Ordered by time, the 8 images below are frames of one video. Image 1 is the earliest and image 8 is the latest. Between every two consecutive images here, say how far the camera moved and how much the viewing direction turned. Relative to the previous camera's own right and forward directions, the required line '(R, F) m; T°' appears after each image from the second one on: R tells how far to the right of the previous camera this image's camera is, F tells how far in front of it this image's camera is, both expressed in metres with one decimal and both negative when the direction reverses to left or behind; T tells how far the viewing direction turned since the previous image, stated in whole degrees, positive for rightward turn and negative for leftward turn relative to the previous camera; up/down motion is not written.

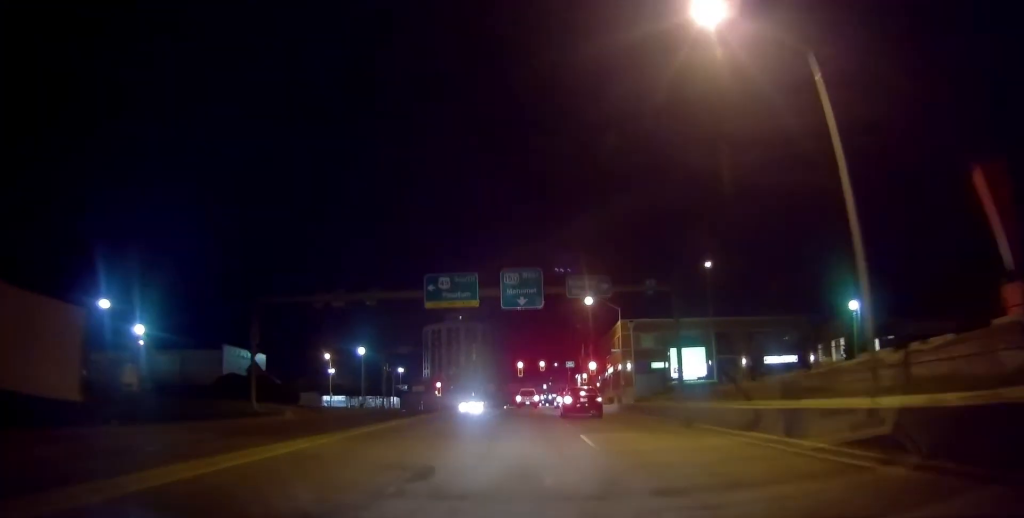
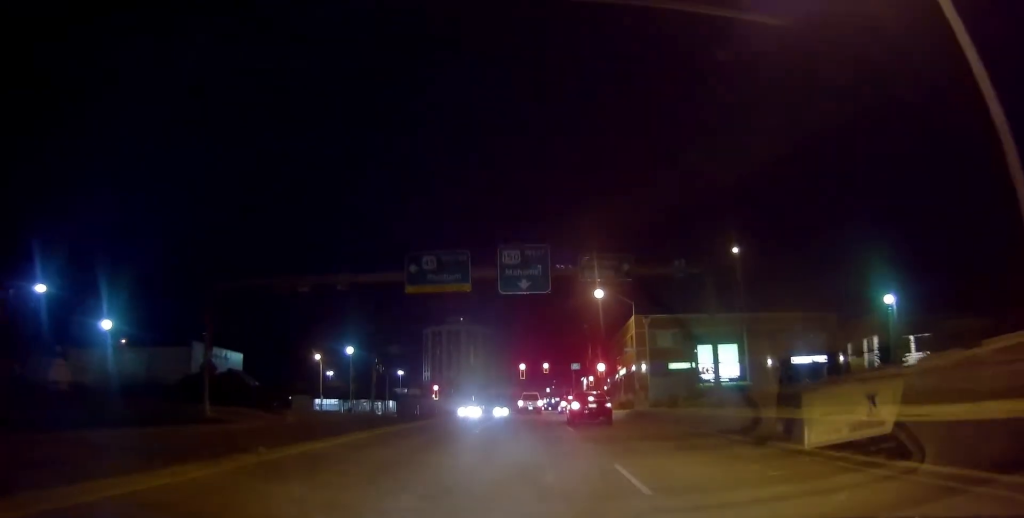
(0.0, +6.1) m; +1°
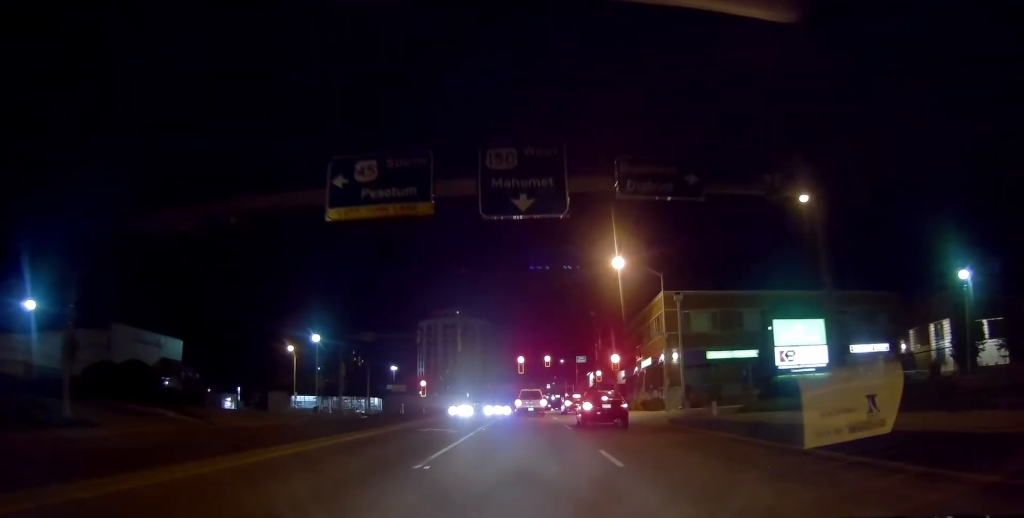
(+0.2, +10.9) m; +1°
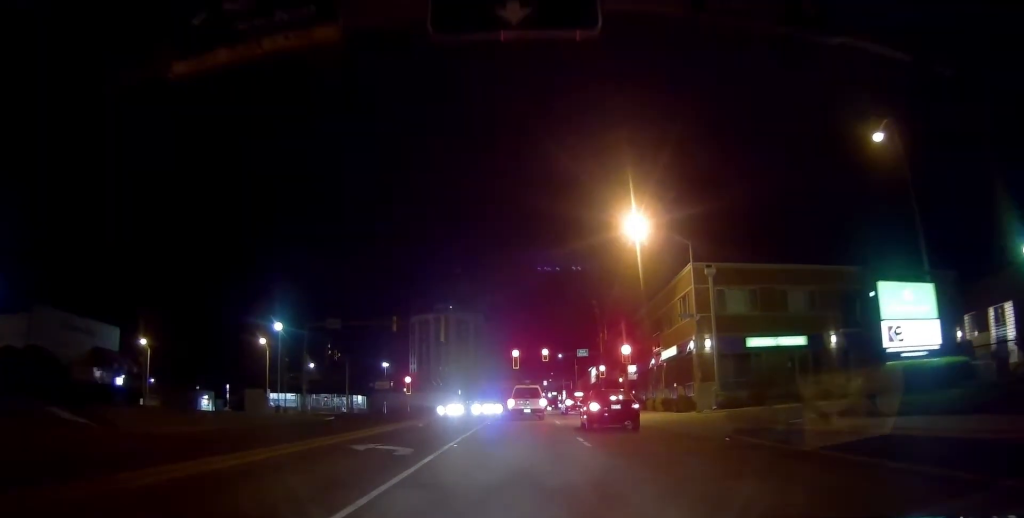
(0.0, +8.8) m; 0°
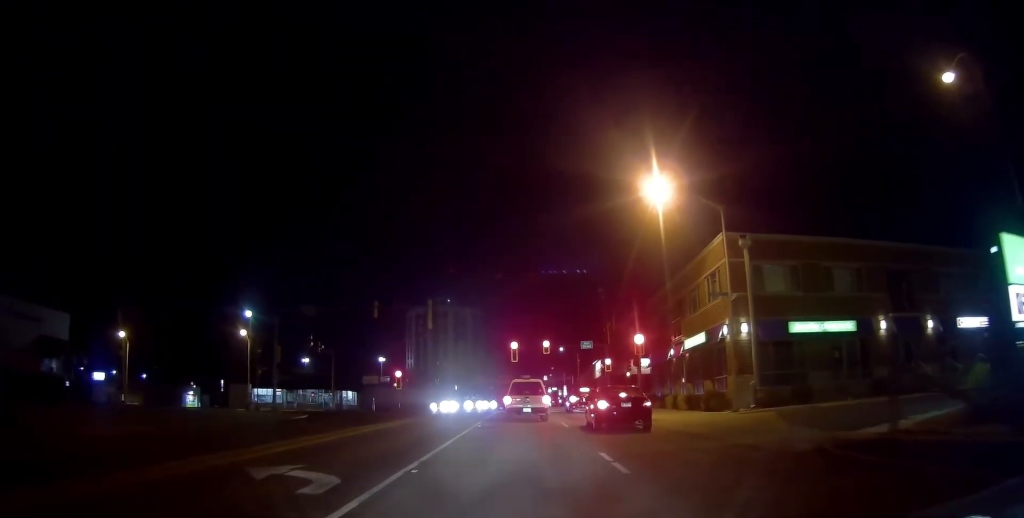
(0.0, +6.6) m; 0°
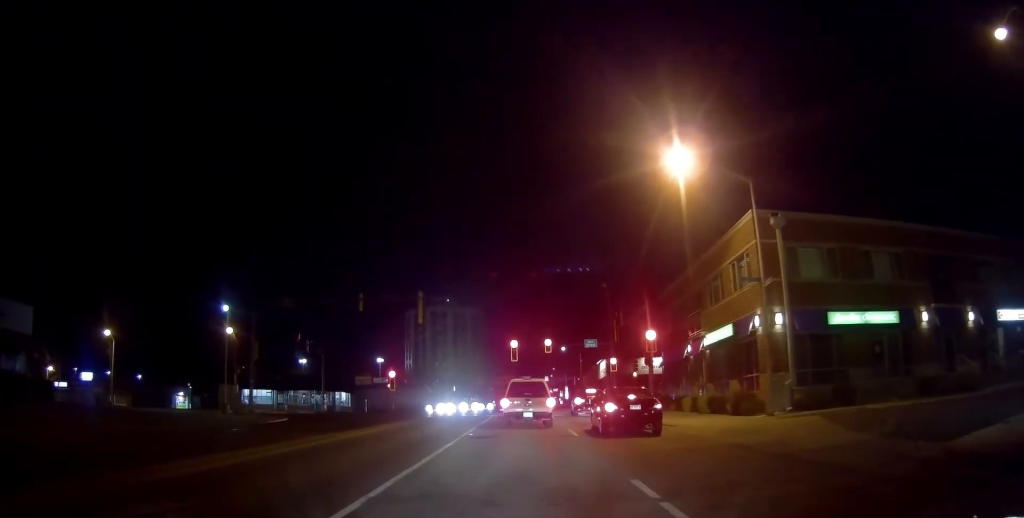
(0.0, +4.3) m; 0°
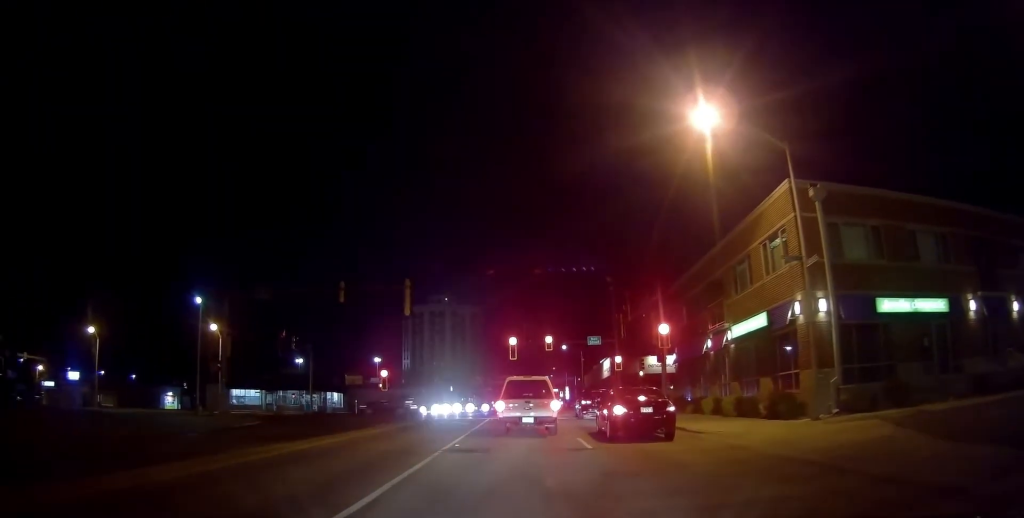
(0.0, +4.3) m; 0°
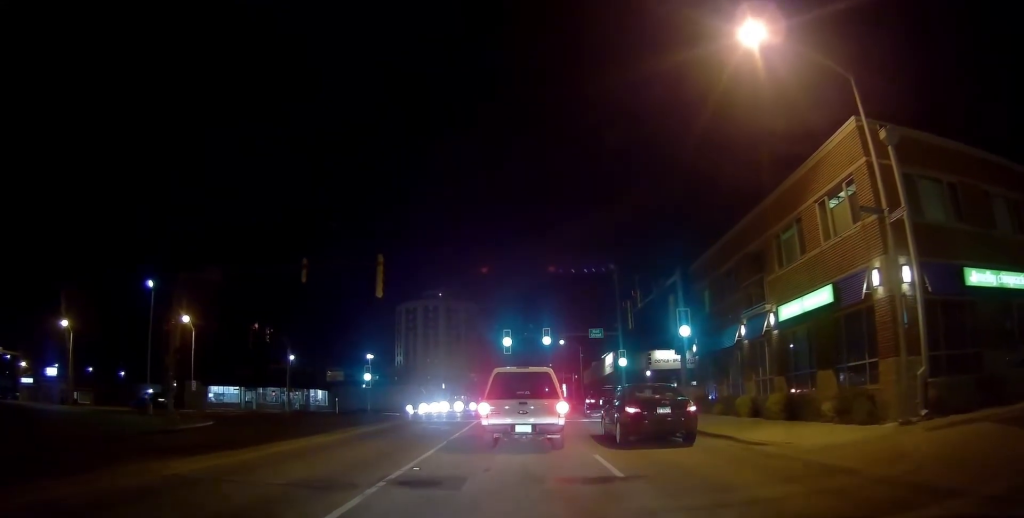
(0.0, +6.0) m; 0°
